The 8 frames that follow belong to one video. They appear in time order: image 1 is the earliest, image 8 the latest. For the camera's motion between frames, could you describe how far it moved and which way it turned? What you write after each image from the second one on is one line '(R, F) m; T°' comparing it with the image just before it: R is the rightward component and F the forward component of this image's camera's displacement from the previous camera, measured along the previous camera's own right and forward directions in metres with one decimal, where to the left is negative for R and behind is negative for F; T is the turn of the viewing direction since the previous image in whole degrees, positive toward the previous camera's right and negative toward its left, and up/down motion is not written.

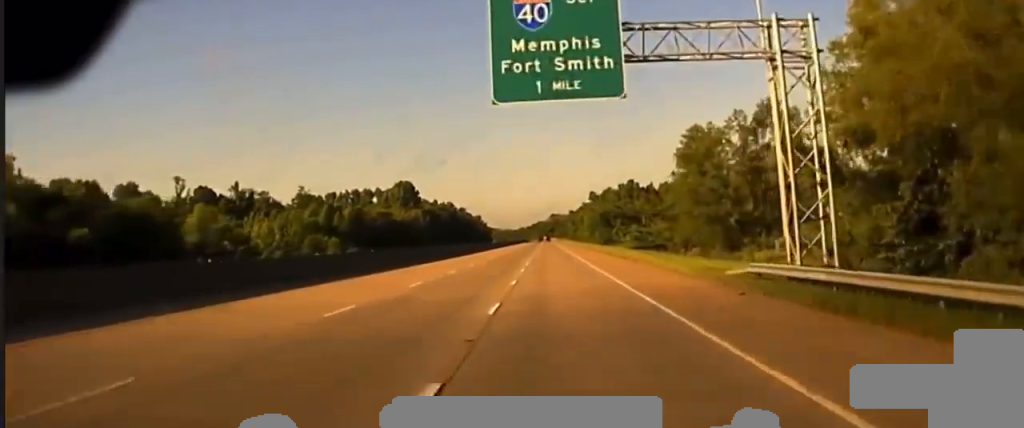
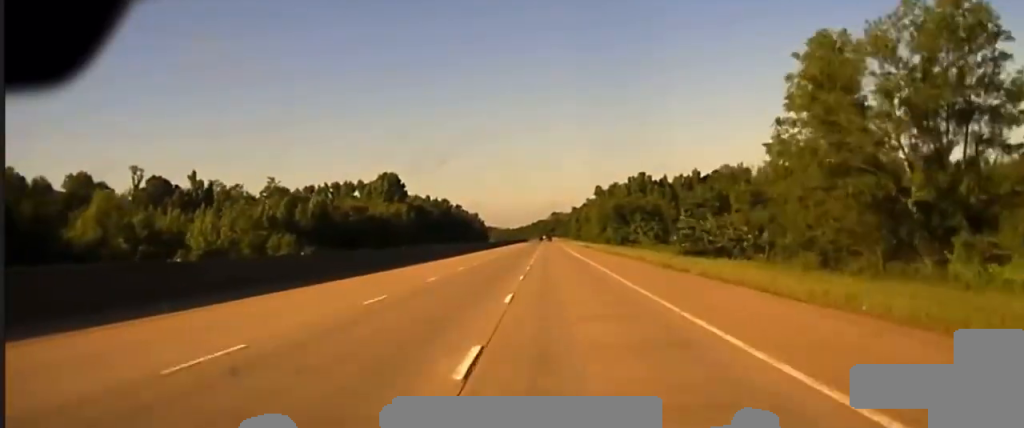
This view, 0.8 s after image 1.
(0.0, +36.4) m; 0°
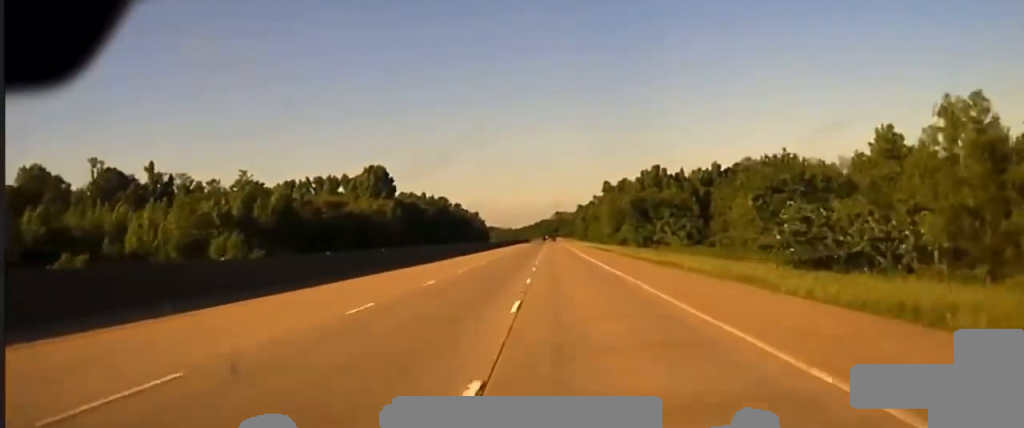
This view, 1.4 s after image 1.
(-0.1, +27.3) m; 0°
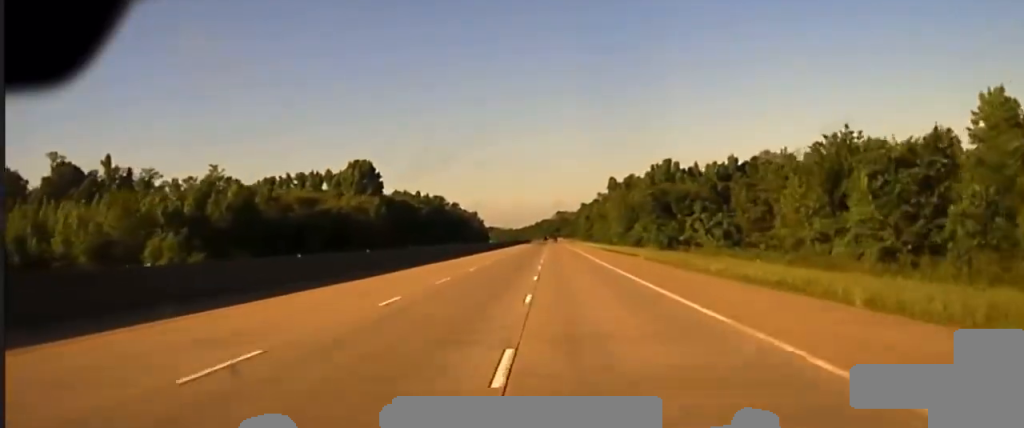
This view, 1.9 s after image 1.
(0.0, +20.9) m; 0°
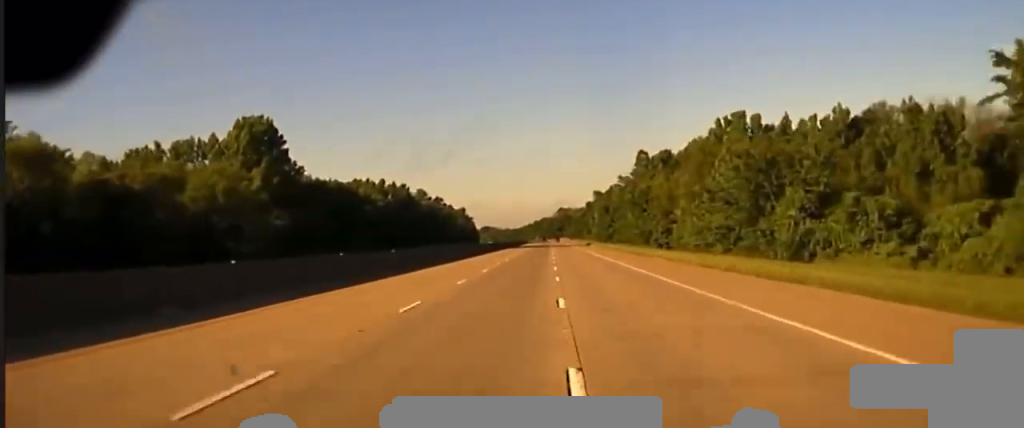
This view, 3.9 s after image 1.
(+0.6, +75.3) m; +1°
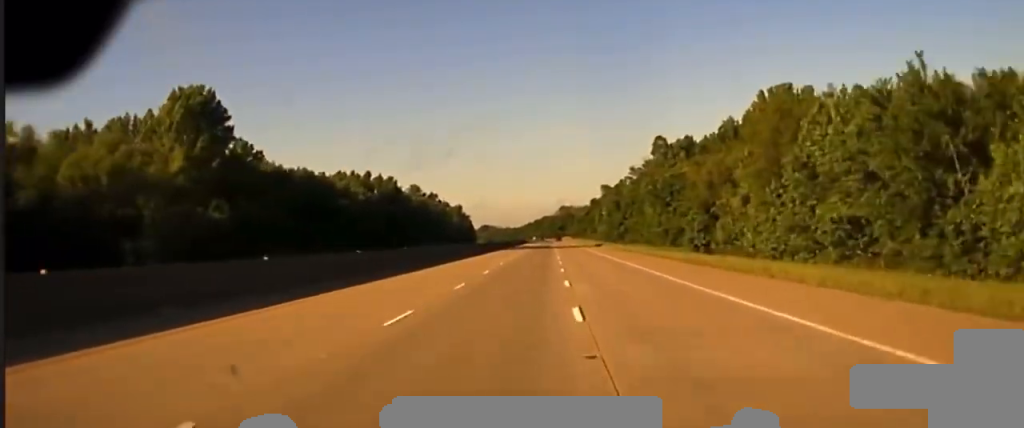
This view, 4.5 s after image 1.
(-0.1, +25.8) m; 0°
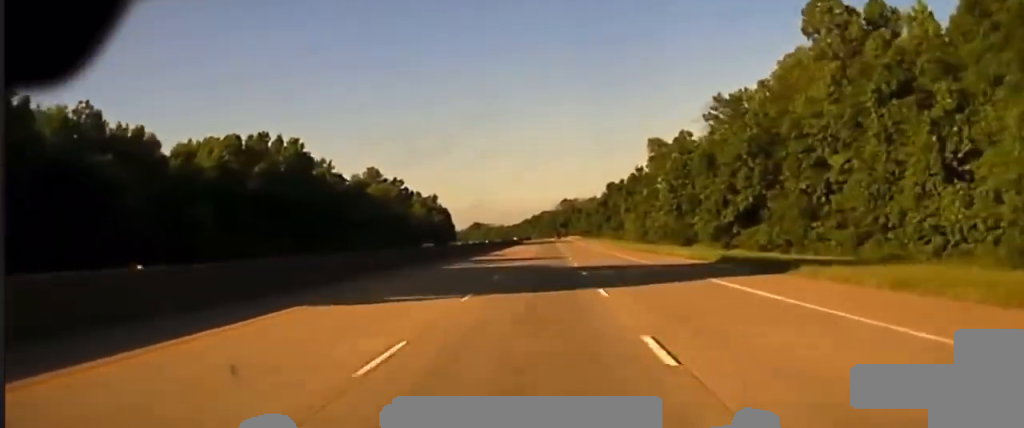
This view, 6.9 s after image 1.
(+0.1, +103.5) m; 0°
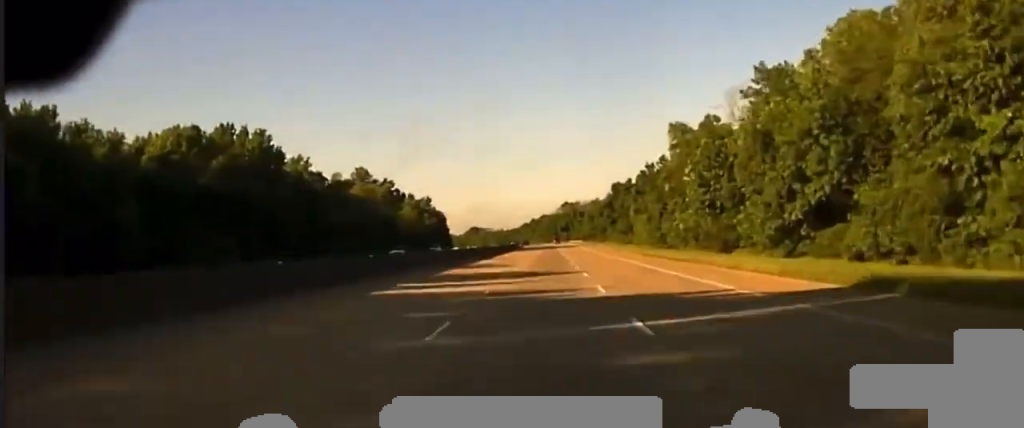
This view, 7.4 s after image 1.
(0.0, +22.1) m; 0°
